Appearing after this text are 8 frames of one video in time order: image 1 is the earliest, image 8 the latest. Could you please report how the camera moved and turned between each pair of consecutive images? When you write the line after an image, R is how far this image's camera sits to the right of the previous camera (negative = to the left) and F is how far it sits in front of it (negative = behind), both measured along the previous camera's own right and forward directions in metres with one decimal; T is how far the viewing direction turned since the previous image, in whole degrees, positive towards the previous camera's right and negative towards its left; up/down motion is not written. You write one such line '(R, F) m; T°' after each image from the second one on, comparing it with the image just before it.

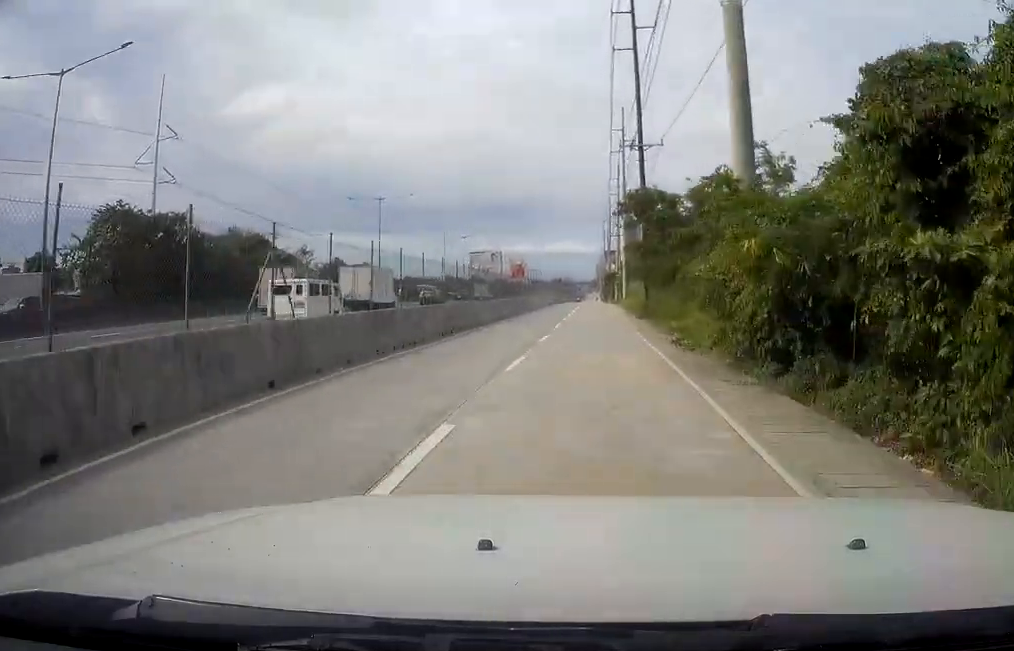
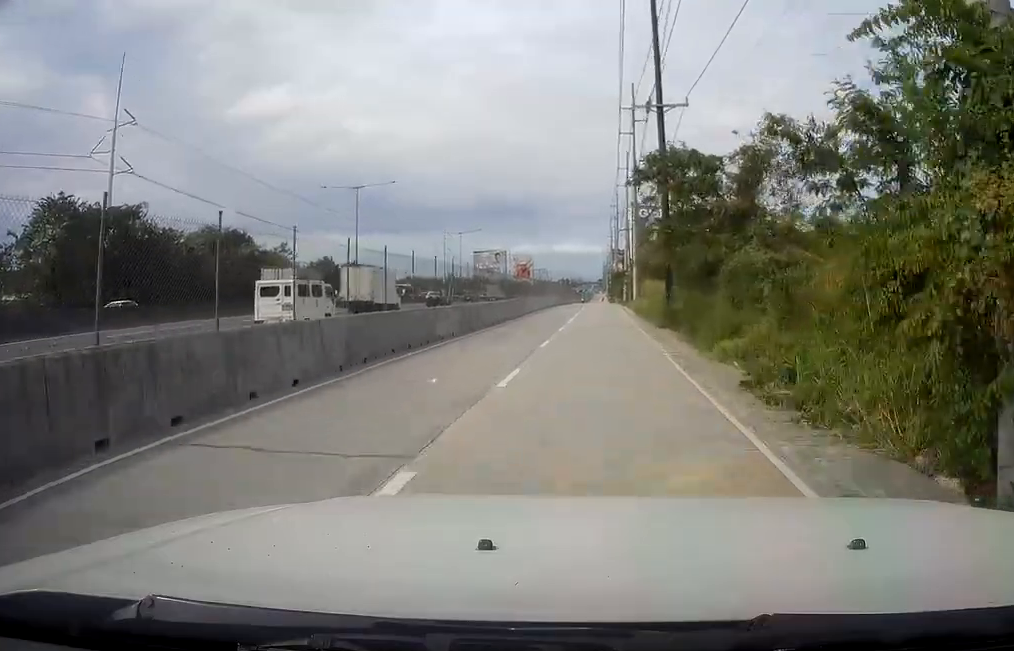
(0.0, +11.5) m; 0°
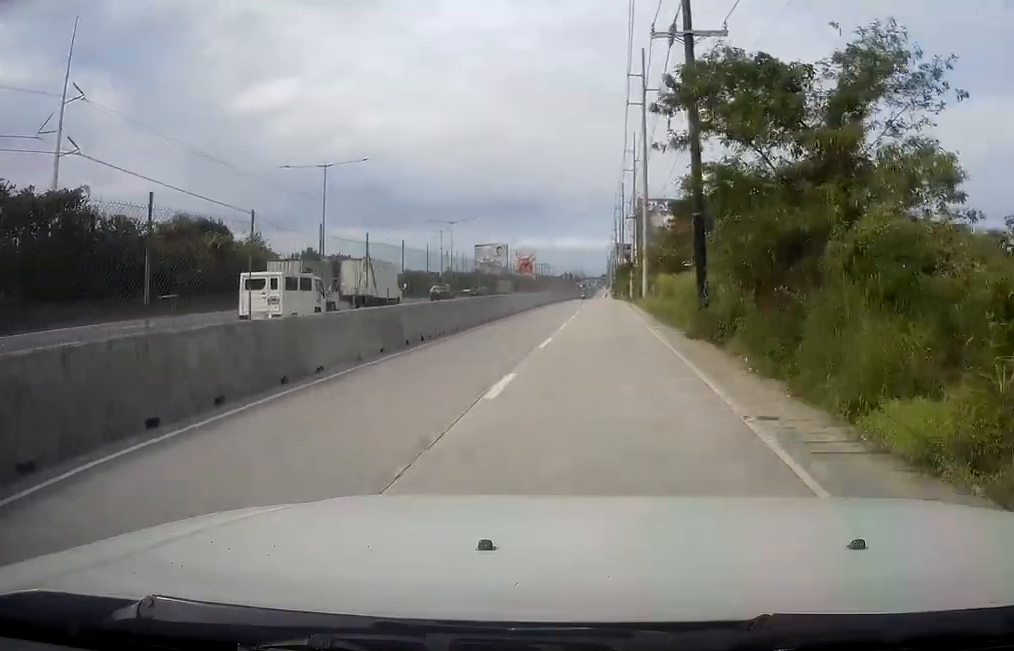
(+0.4, +11.4) m; -1°
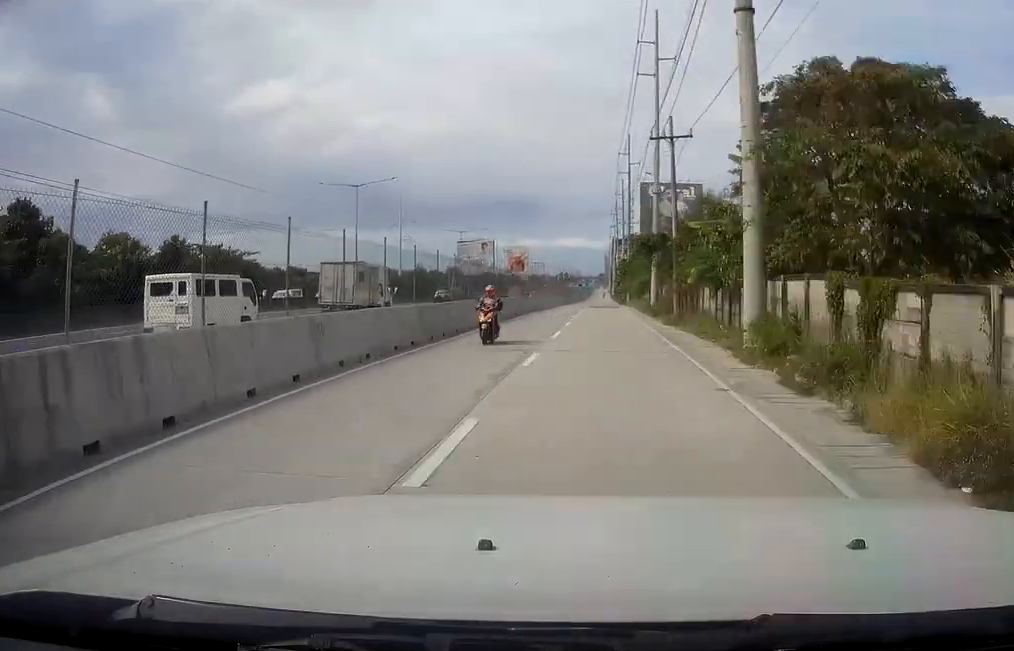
(-2.1, +51.9) m; 0°
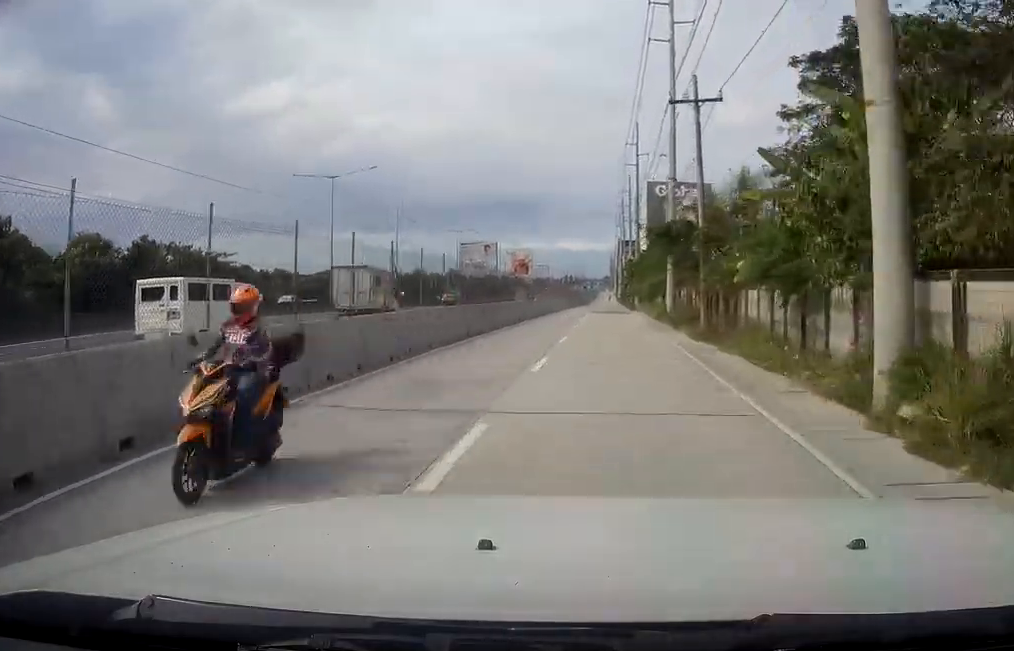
(+0.3, +9.4) m; 0°
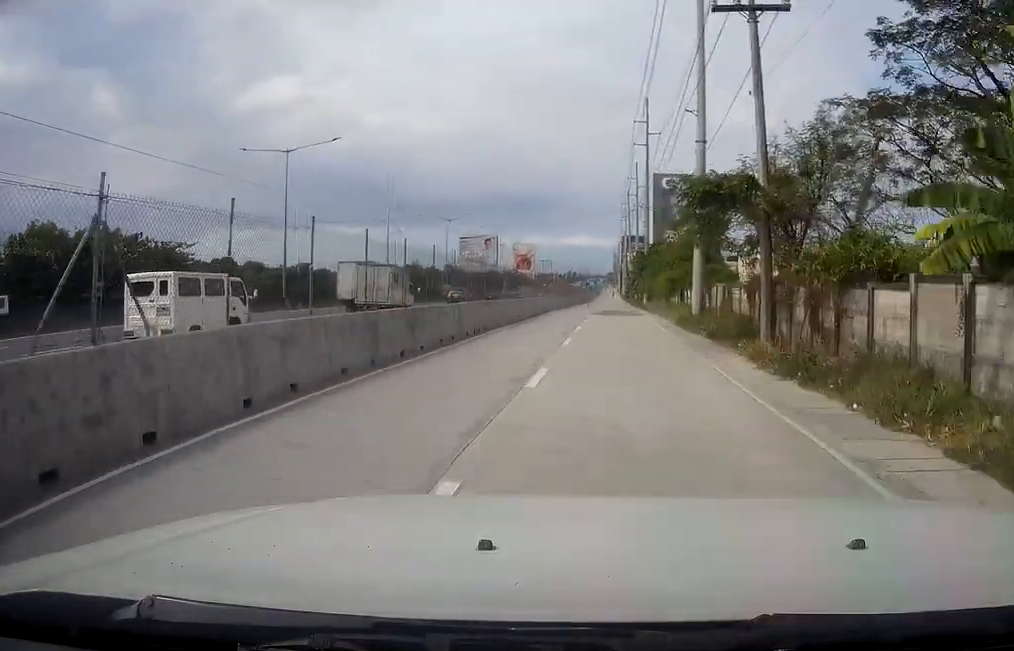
(+0.4, +12.4) m; 0°
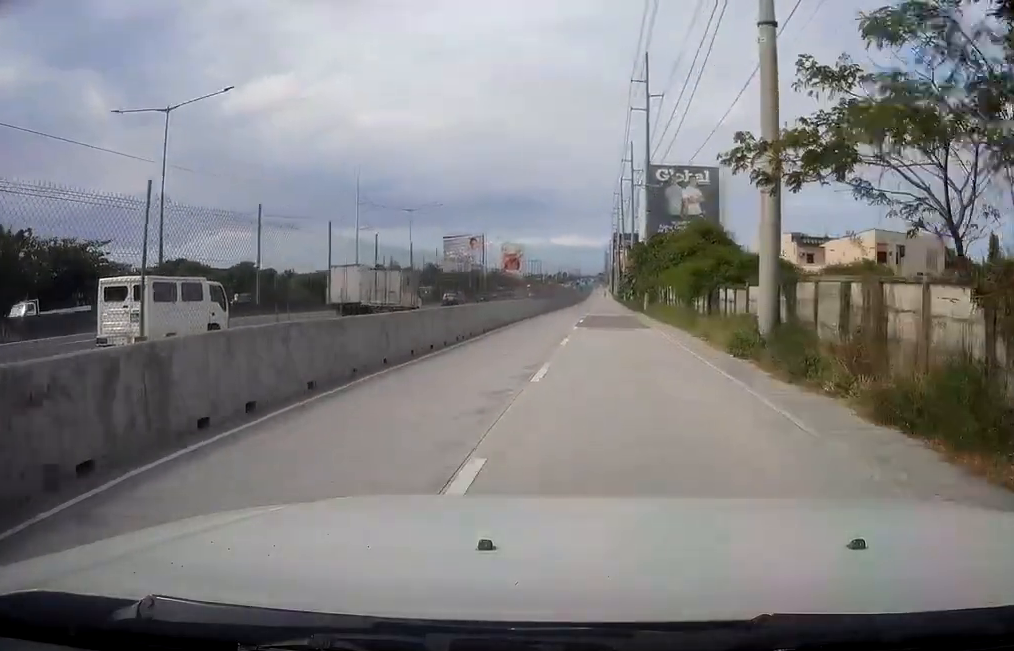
(-0.7, +17.7) m; -2°
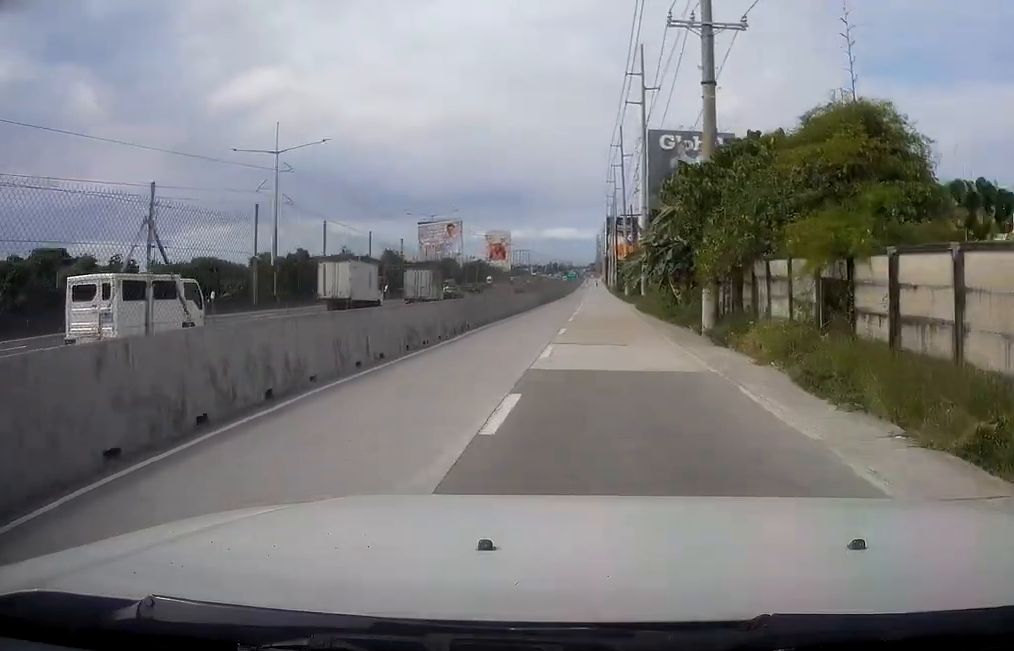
(-0.4, +43.3) m; +1°
